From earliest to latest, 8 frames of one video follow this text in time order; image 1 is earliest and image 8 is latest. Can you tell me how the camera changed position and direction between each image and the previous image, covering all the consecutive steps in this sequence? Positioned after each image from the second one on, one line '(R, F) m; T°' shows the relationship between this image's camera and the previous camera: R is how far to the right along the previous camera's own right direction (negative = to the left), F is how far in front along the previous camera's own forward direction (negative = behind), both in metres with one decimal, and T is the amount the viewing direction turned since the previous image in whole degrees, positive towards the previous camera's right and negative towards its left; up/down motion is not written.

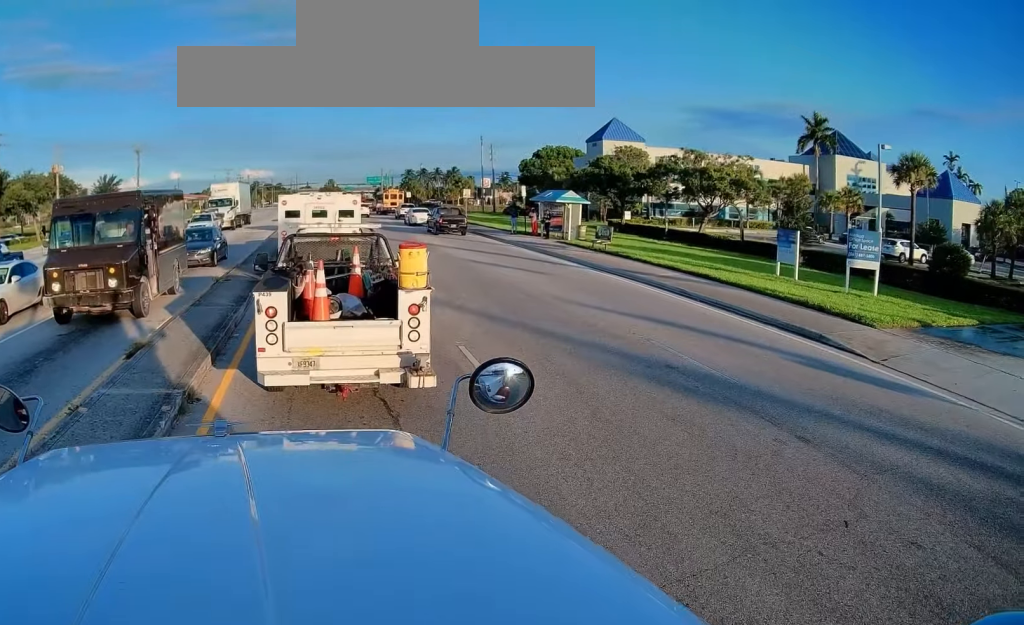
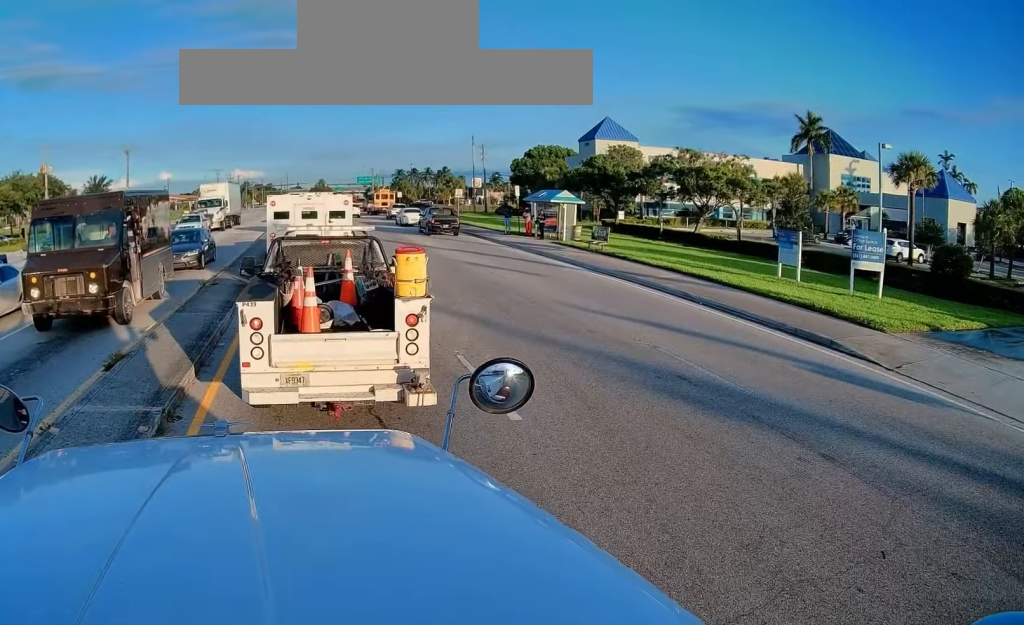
(+0.1, +0.8) m; 0°
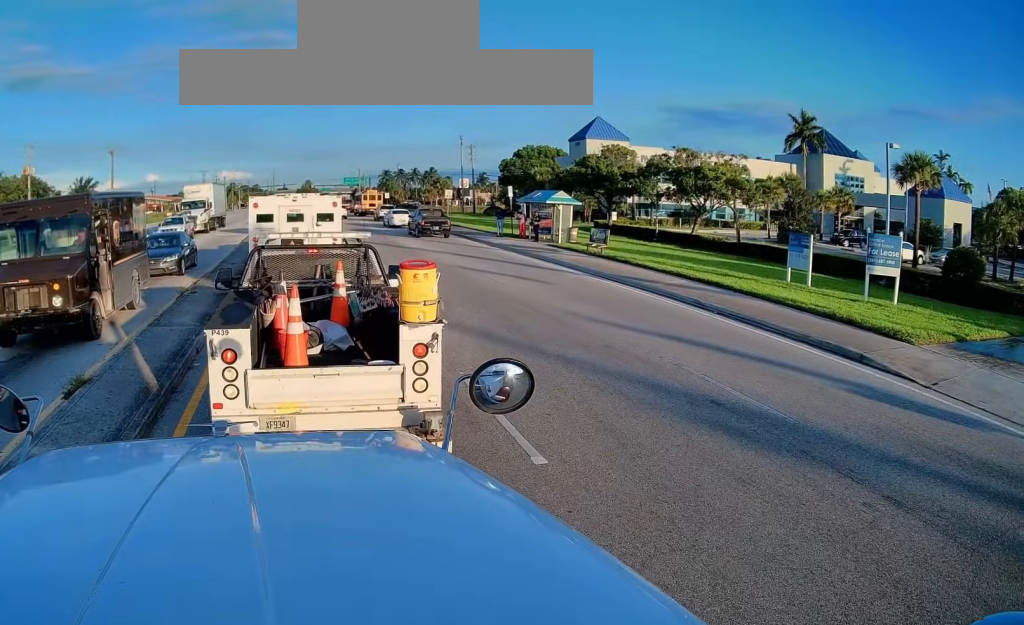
(+0.1, +1.3) m; 0°
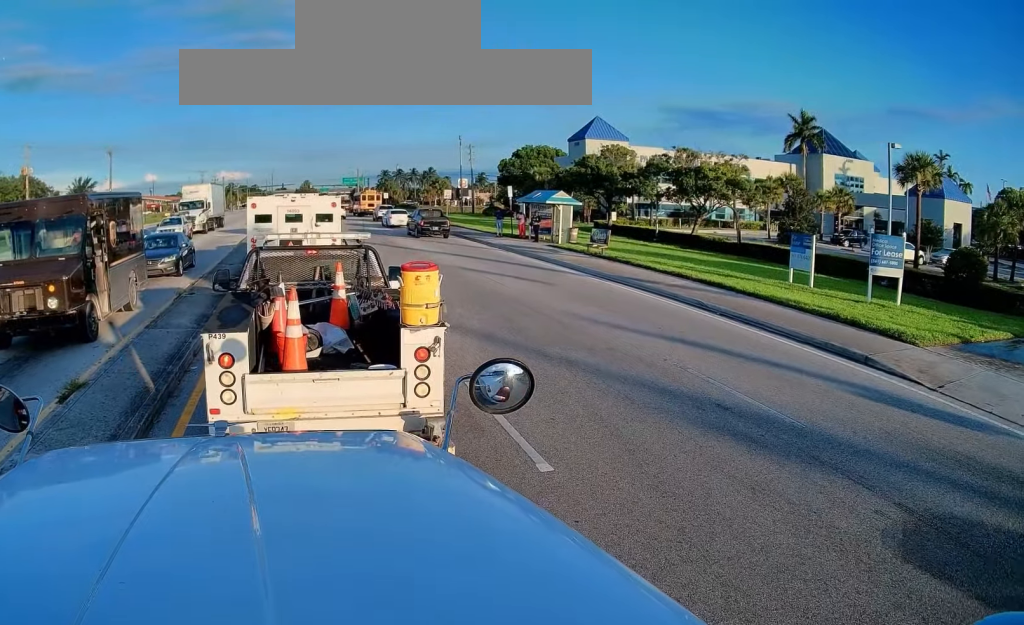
(0.0, 0.0) m; 0°
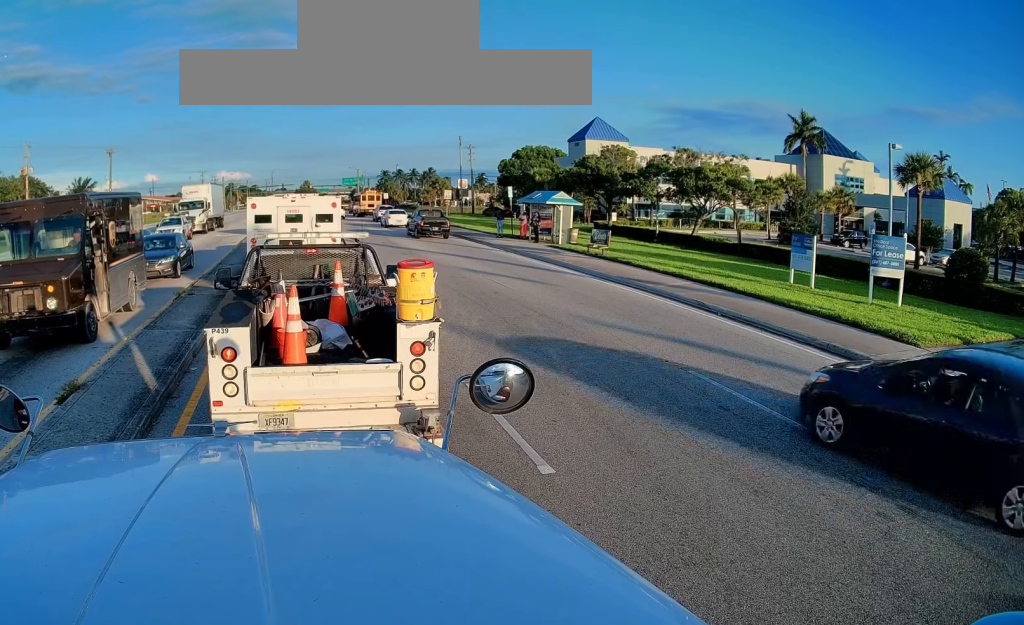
(0.0, 0.0) m; 0°
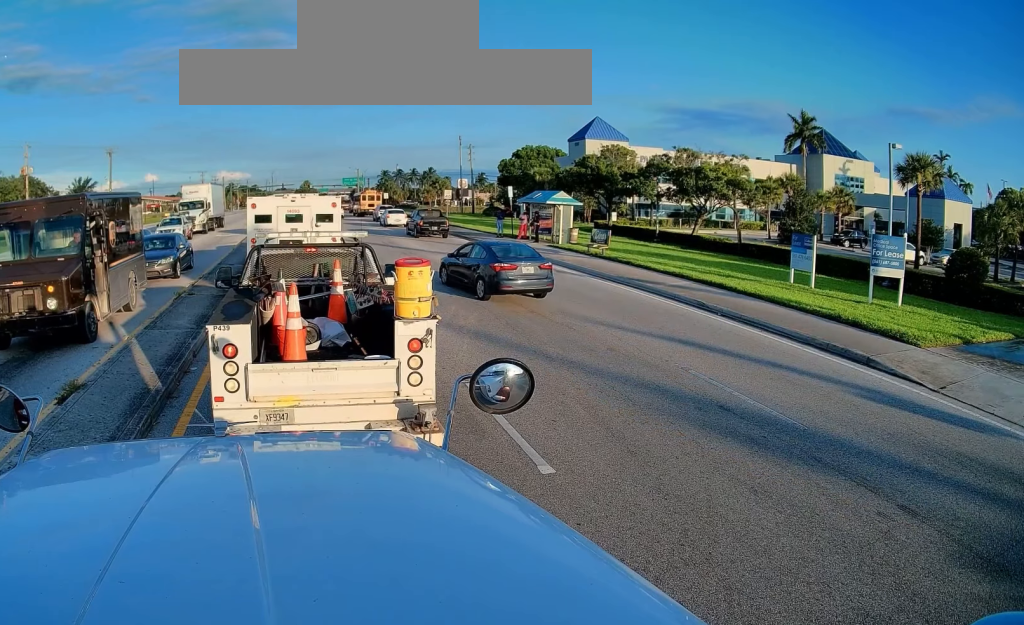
(+0.2, +0.4) m; 0°
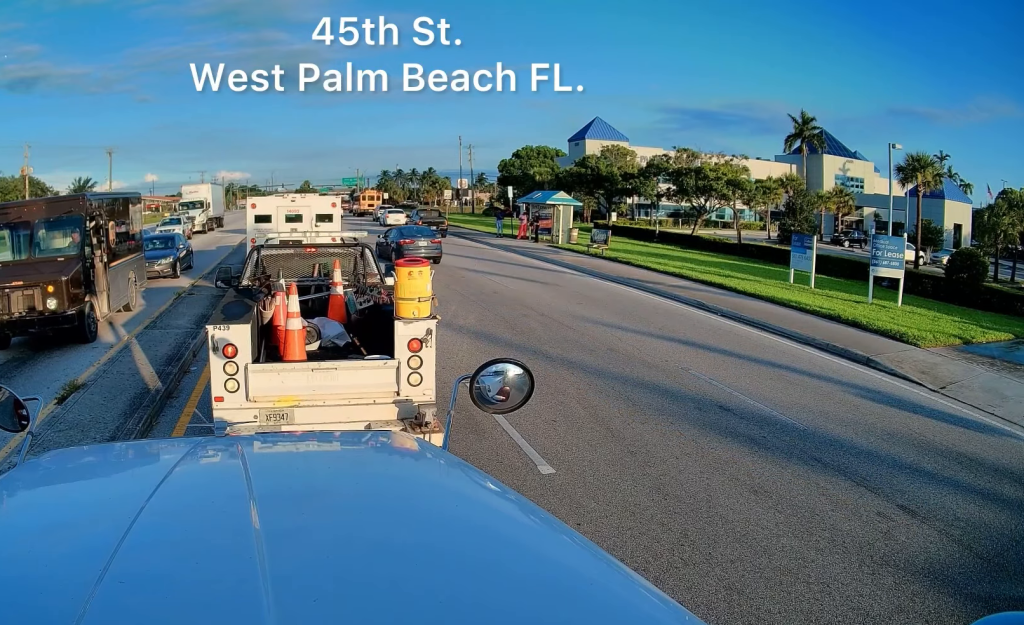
(0.0, 0.0) m; 0°
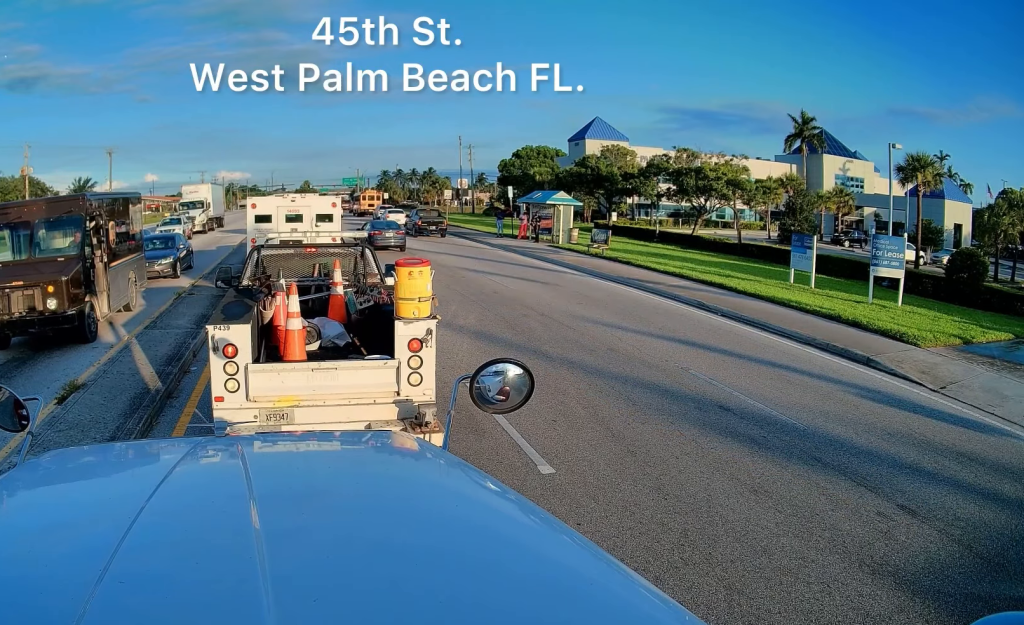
(0.0, 0.0) m; 0°
